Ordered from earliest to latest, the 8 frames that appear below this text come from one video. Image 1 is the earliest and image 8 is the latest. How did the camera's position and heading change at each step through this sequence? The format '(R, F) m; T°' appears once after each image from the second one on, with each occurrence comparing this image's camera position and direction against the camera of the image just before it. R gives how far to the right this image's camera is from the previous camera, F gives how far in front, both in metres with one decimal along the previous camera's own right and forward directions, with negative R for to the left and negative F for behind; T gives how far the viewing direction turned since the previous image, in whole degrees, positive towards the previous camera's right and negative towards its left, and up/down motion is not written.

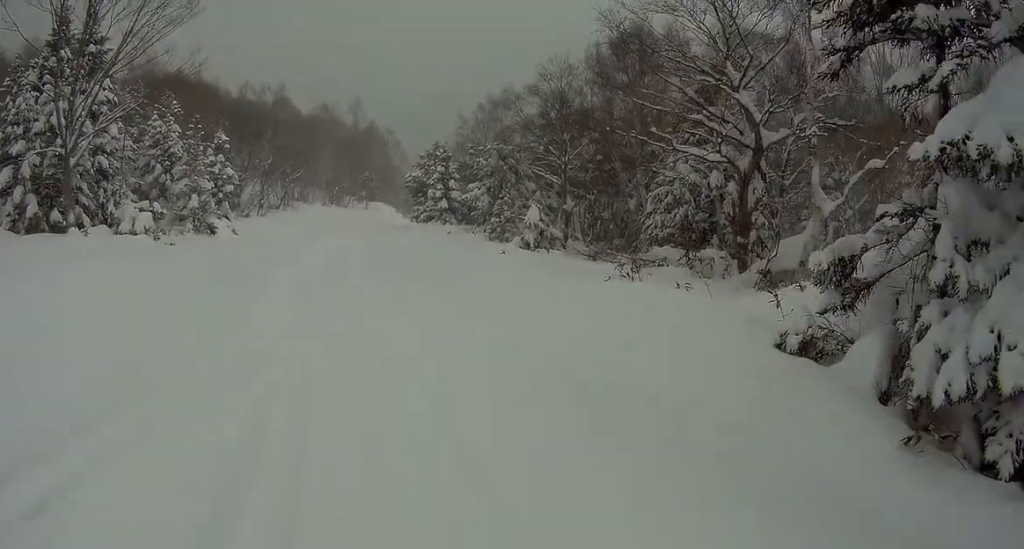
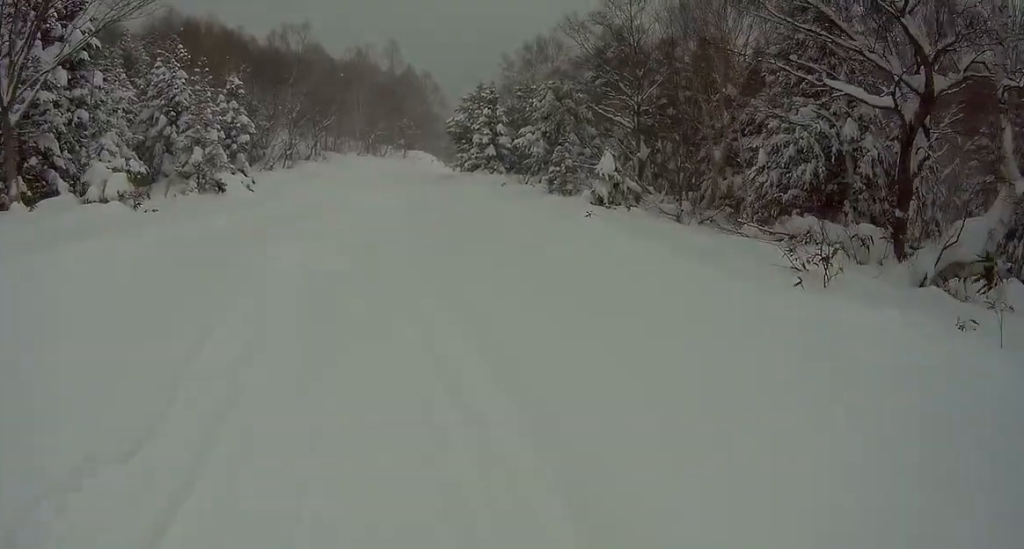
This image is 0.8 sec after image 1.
(+0.4, +2.2) m; +8°
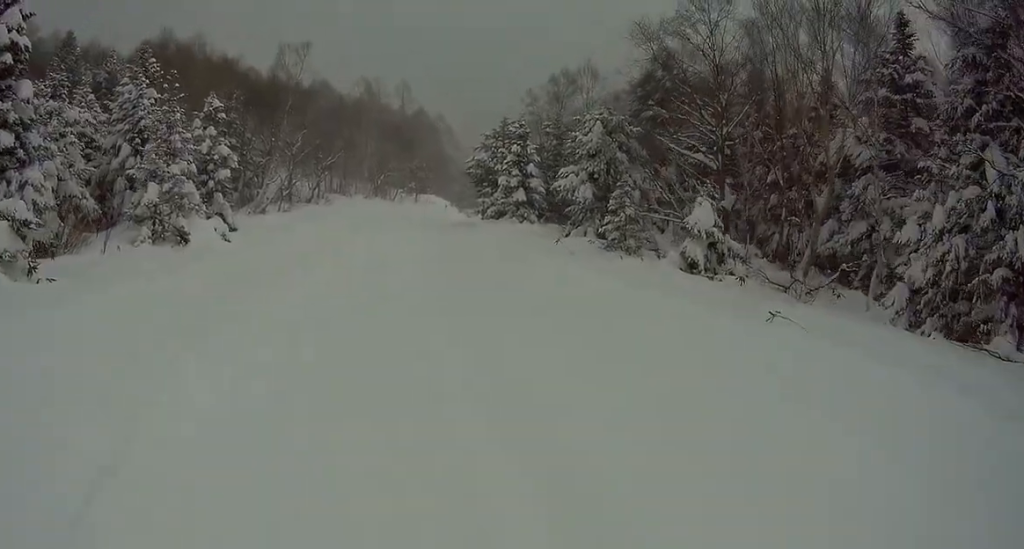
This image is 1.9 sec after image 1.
(-0.2, +3.3) m; -6°
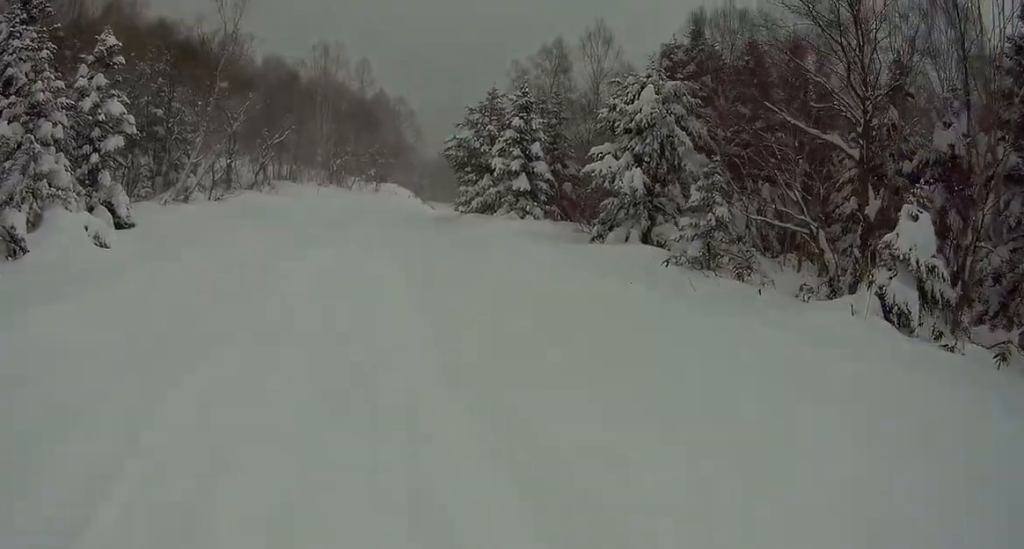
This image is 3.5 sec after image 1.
(+0.6, +4.9) m; -2°
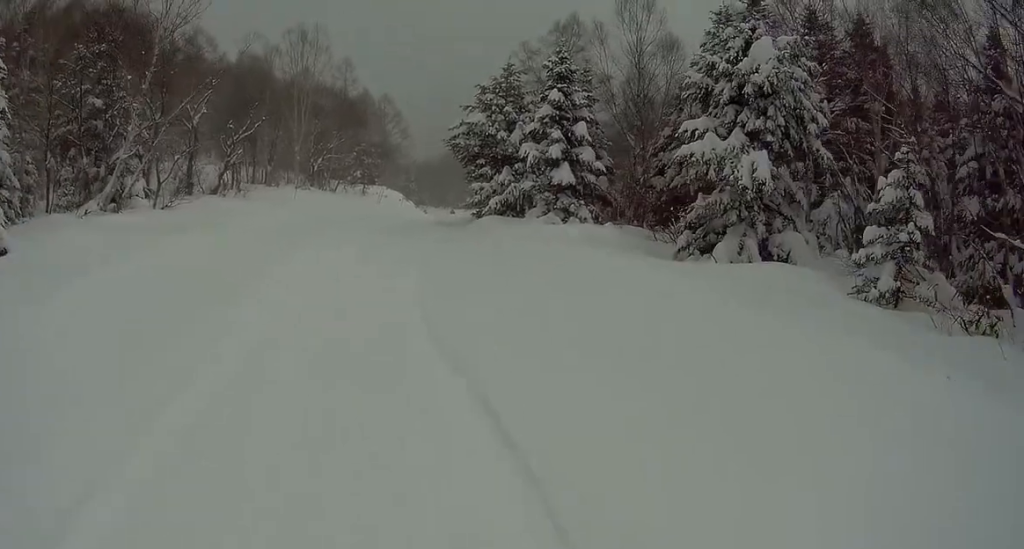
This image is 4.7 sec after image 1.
(-1.5, +4.9) m; -21°
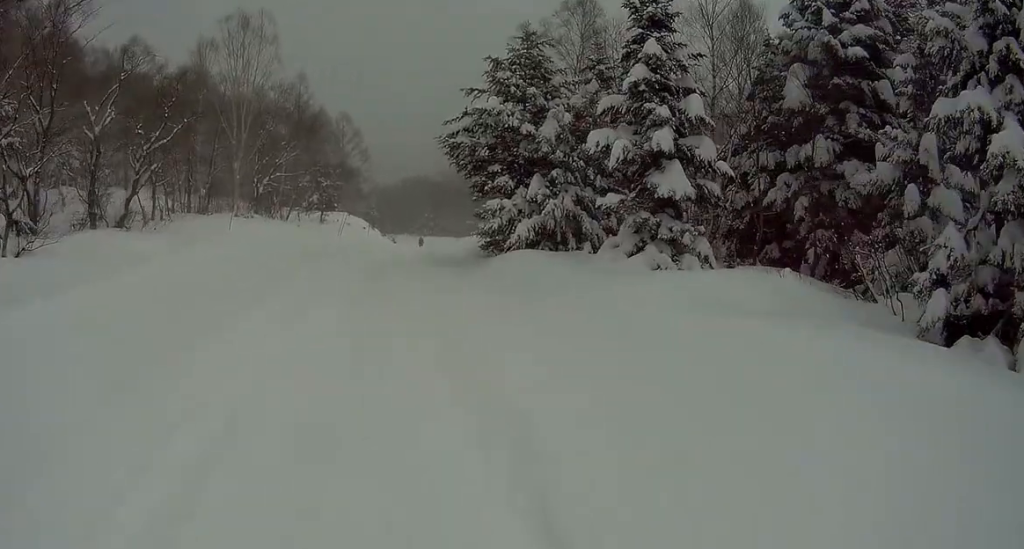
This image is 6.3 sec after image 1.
(+1.6, +7.3) m; +18°
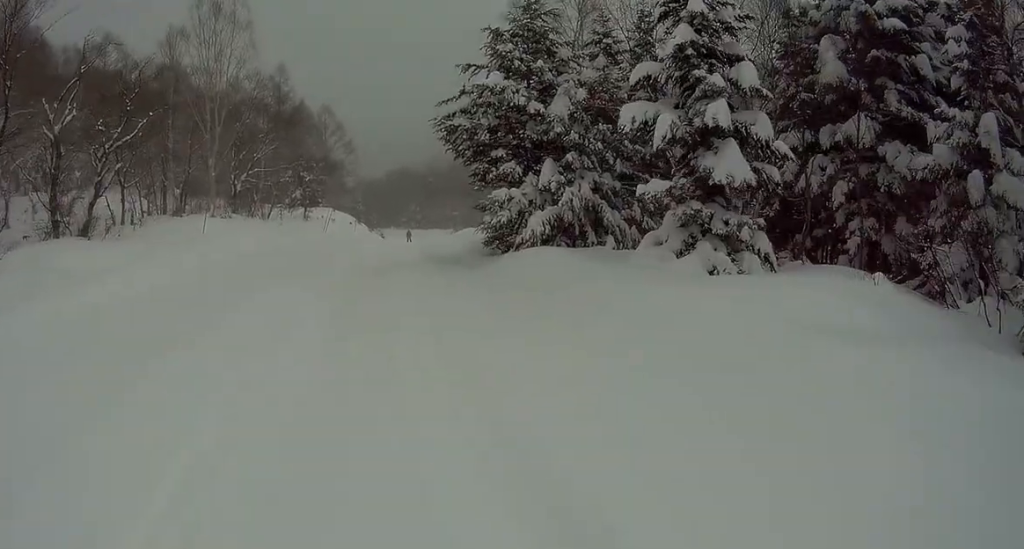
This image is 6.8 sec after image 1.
(+0.2, +2.0) m; 0°
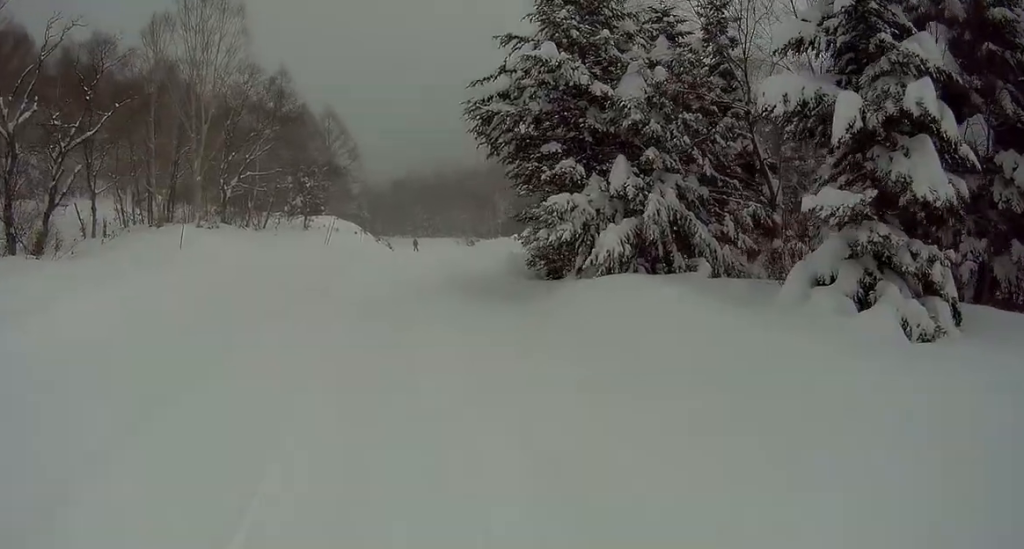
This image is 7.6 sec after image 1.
(-0.6, +3.4) m; -13°
